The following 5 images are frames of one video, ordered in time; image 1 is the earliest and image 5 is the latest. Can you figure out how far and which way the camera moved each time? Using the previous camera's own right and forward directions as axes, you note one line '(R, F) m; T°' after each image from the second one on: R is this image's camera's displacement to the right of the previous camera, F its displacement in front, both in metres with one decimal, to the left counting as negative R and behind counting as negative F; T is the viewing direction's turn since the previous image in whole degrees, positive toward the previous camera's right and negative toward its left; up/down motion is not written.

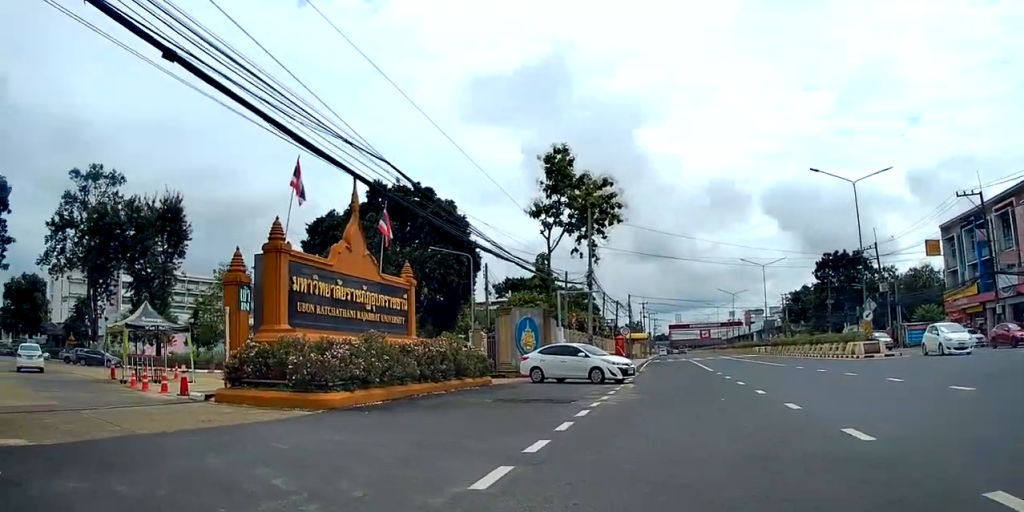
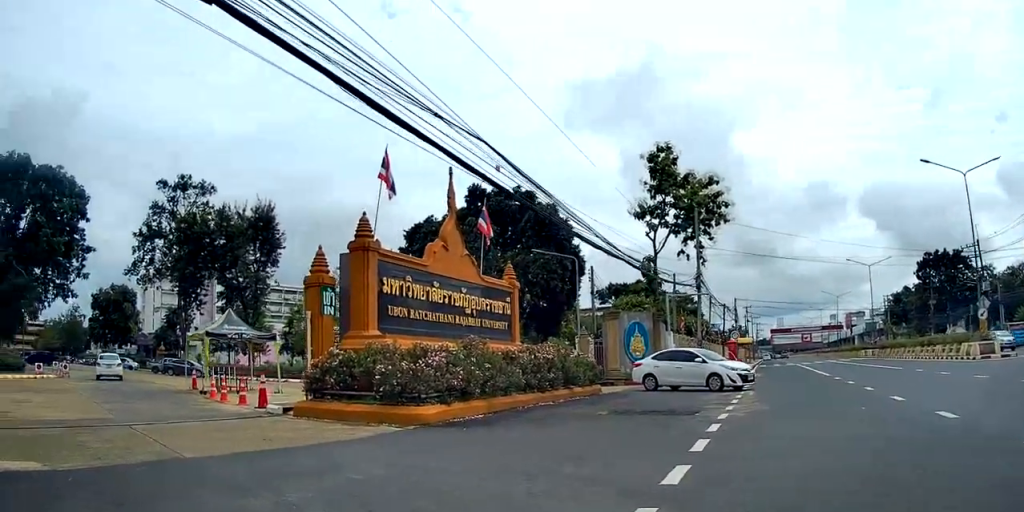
(+0.1, +1.5) m; -5°
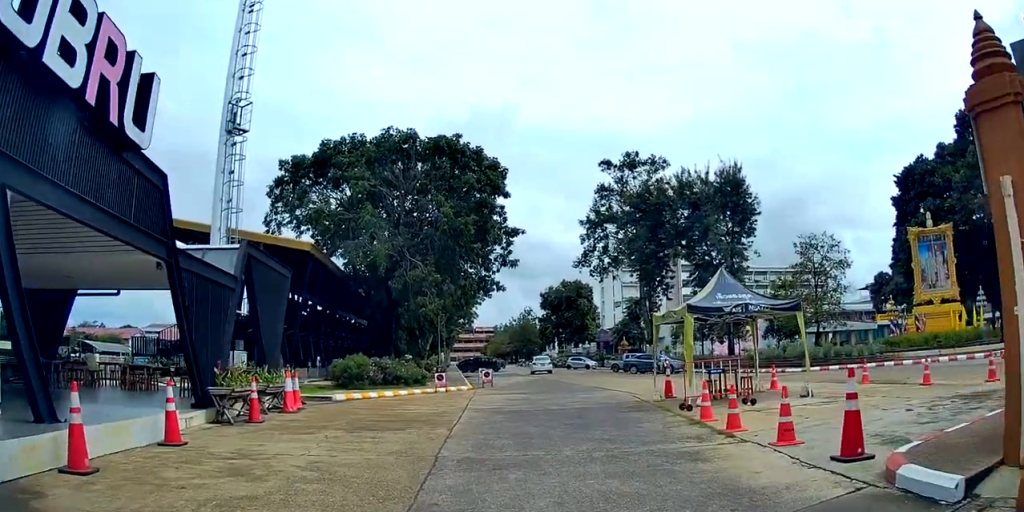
(-3.4, +8.3) m; -36°
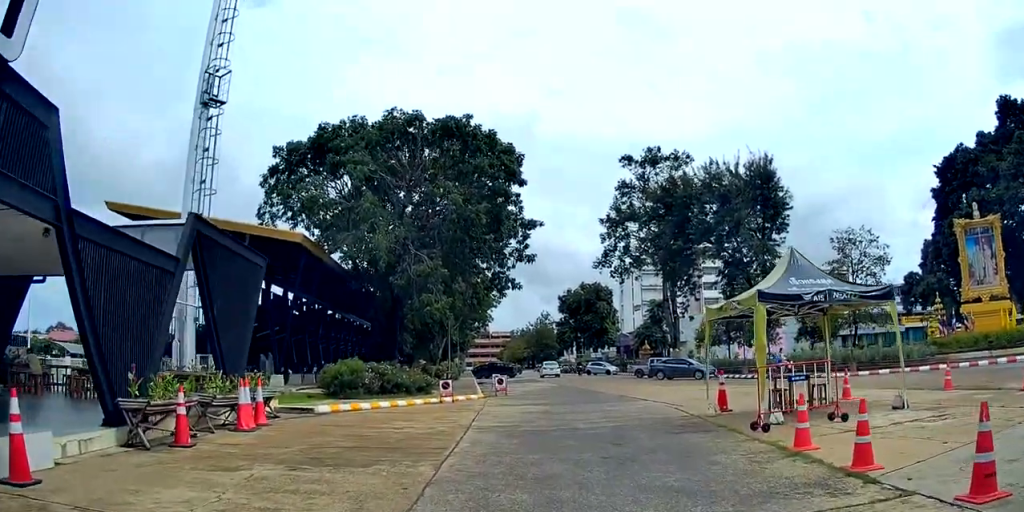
(-0.5, +4.0) m; 0°
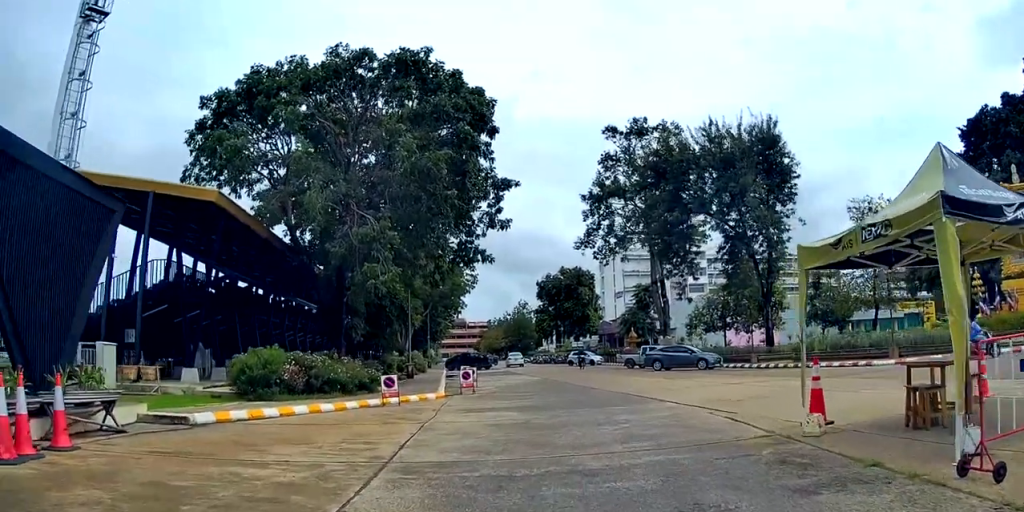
(+0.4, +6.5) m; -1°
